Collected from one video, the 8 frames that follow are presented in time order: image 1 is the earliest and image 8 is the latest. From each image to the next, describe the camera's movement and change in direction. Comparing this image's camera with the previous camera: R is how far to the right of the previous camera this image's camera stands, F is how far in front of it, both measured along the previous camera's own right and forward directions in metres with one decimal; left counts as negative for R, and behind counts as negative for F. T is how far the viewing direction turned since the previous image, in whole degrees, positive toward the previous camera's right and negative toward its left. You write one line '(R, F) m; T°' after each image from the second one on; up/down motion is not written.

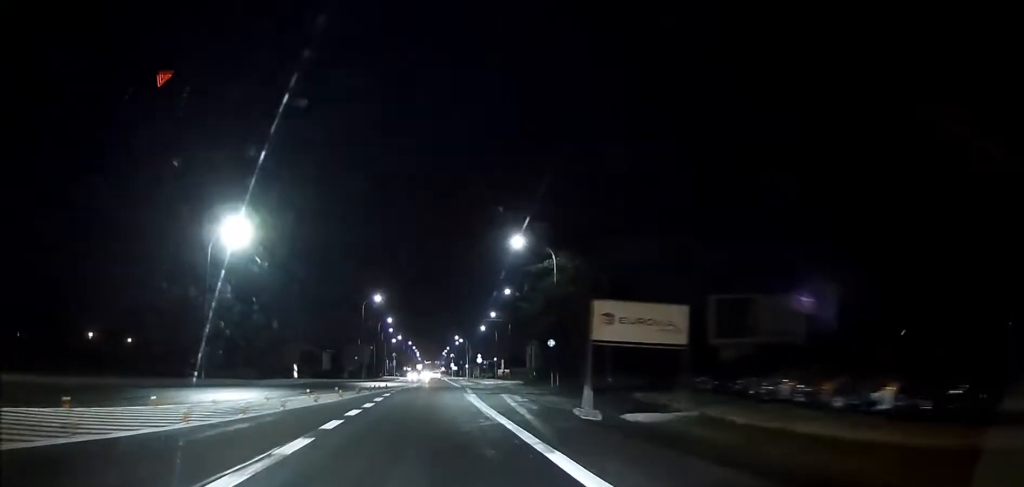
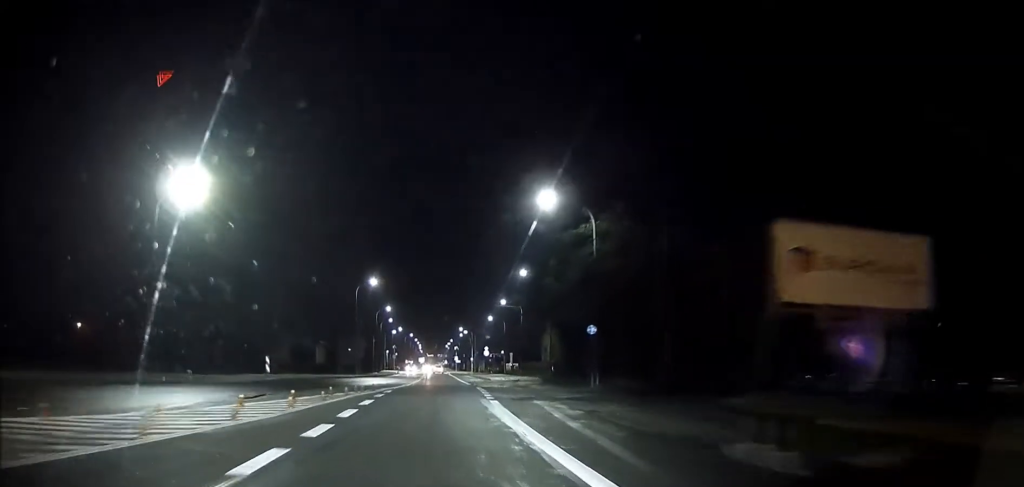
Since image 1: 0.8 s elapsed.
(0.0, +9.9) m; -1°
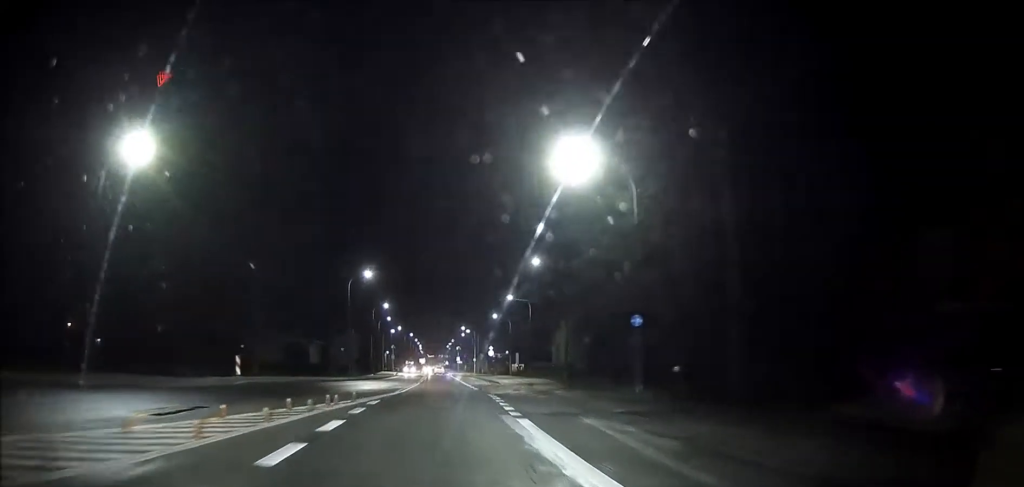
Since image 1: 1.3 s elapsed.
(-0.2, +7.1) m; 0°
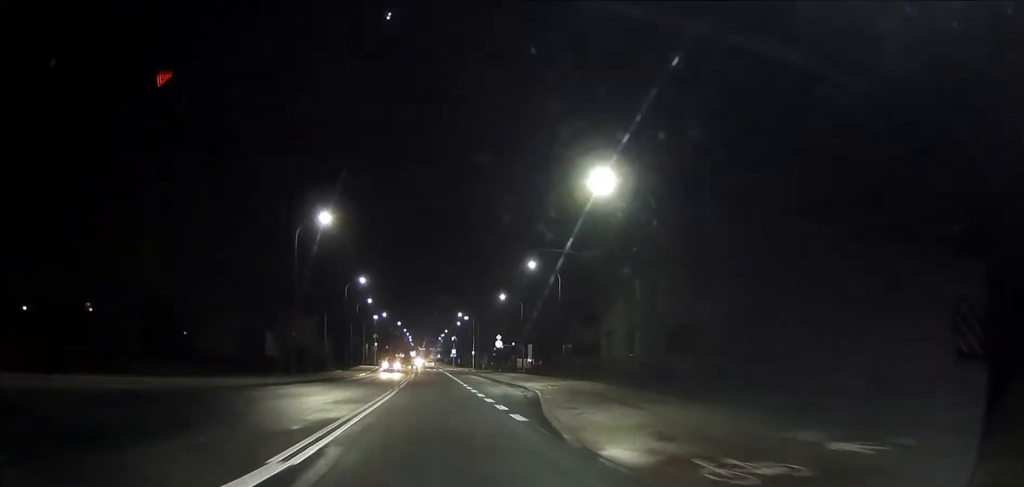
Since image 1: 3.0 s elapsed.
(+0.3, +22.9) m; +2°
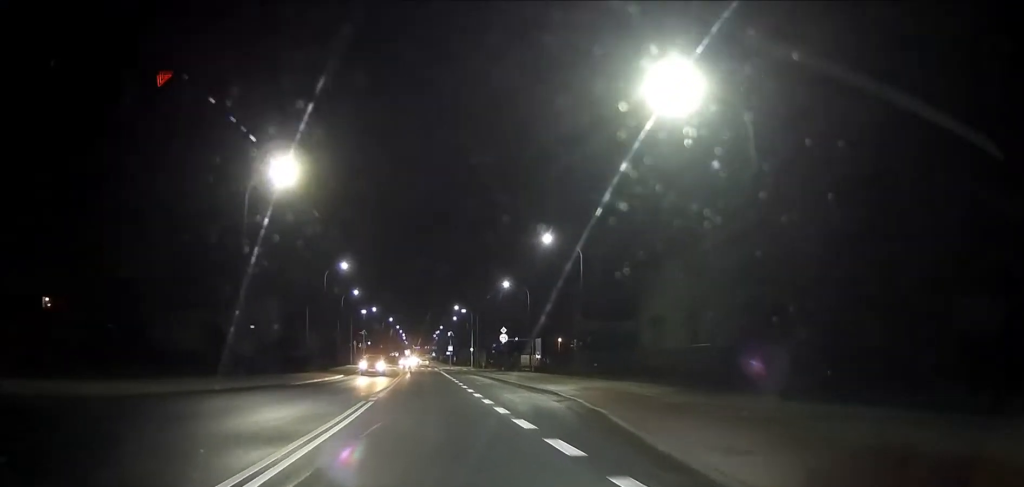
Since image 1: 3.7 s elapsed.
(+0.1, +10.1) m; 0°
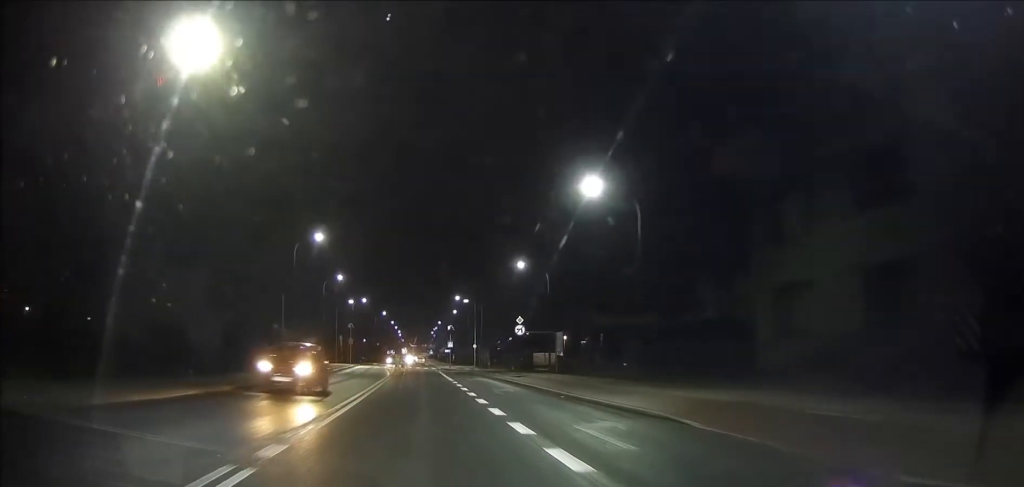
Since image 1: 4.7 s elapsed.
(0.0, +13.4) m; +1°
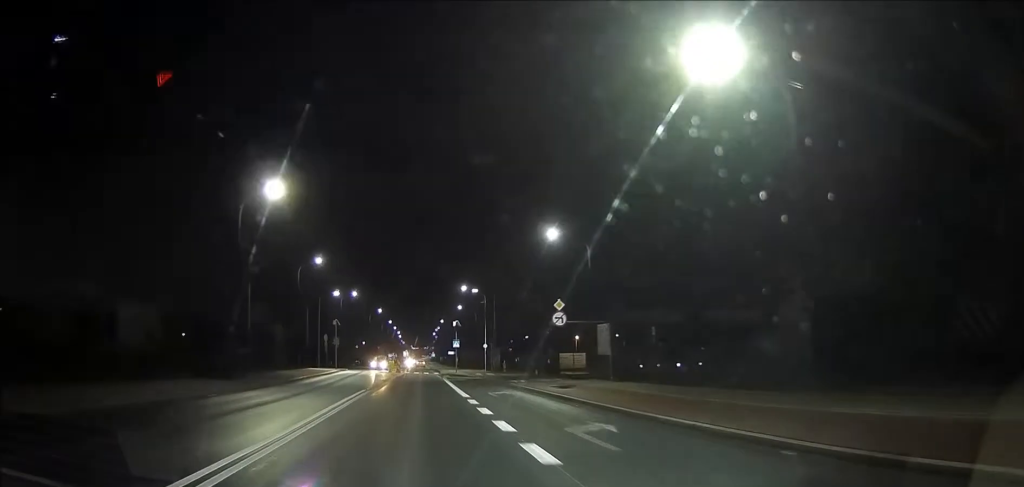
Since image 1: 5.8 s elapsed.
(+0.1, +14.8) m; 0°
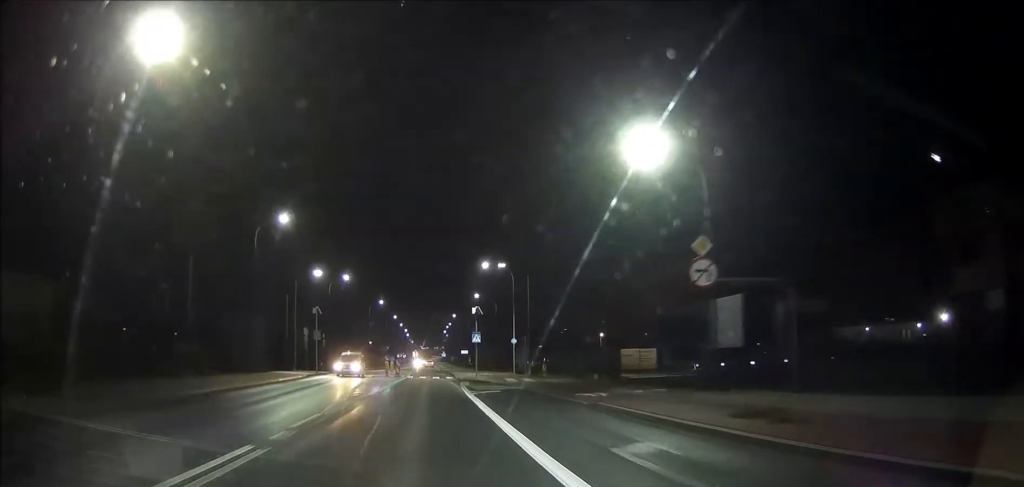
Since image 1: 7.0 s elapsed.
(-0.2, +17.5) m; -1°
